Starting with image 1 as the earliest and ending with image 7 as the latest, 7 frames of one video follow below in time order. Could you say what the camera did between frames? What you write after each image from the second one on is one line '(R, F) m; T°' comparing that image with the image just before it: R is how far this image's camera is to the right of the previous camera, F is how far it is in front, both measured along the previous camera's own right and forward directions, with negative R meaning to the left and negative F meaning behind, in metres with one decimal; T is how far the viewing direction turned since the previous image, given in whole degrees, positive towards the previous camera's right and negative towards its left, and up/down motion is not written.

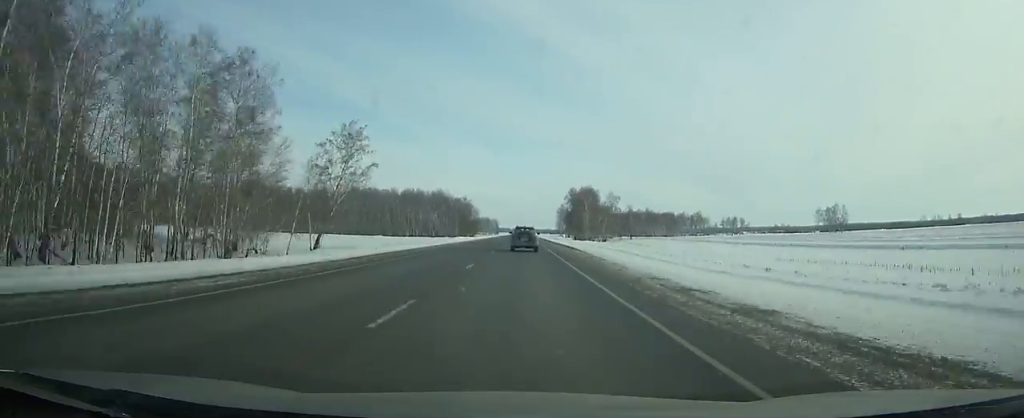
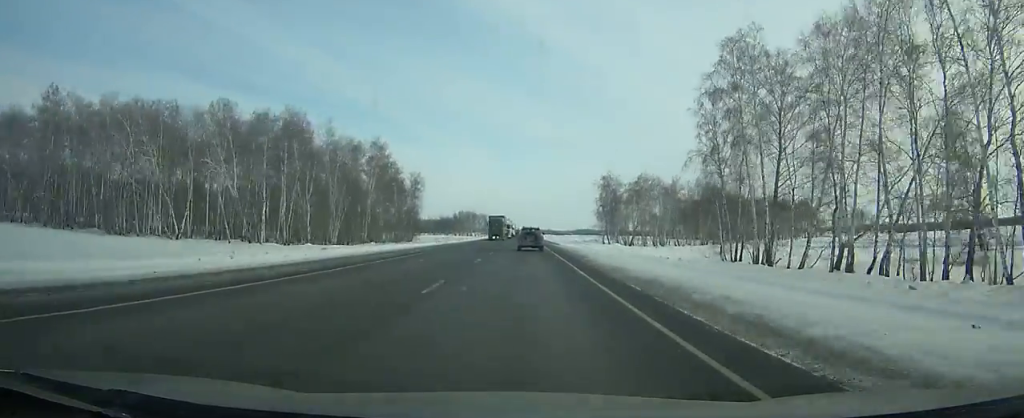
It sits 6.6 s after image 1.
(+0.3, +176.9) m; 0°
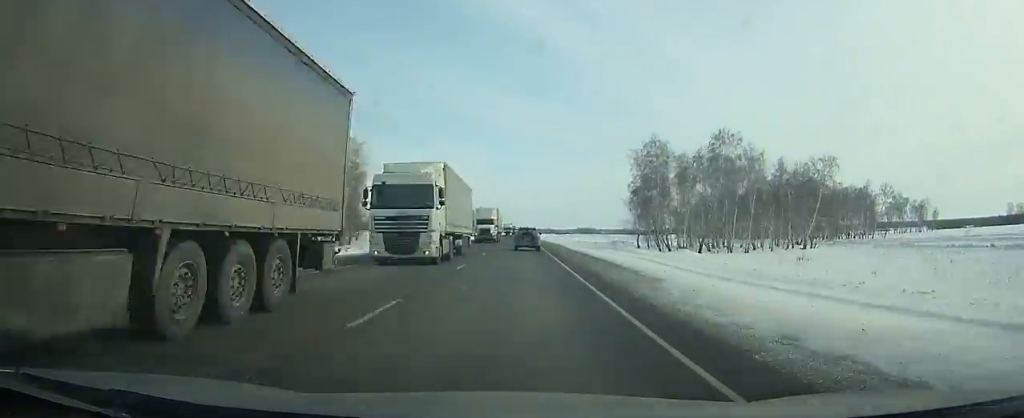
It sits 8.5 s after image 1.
(+0.2, +51.8) m; 0°
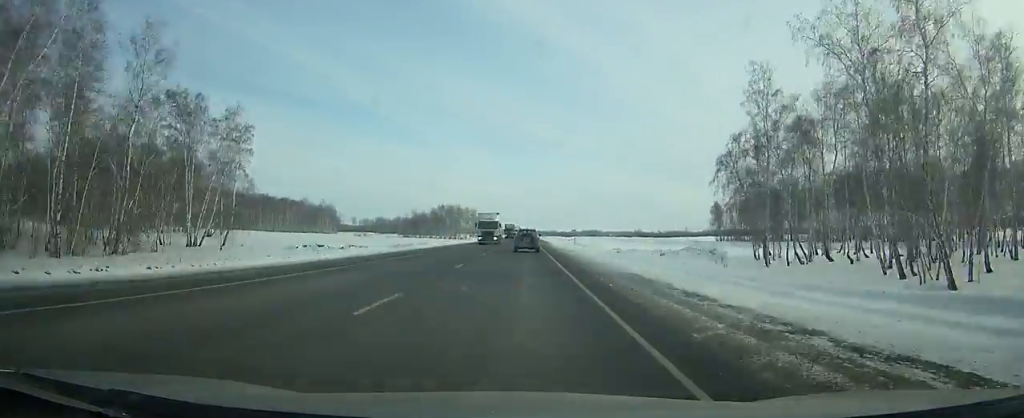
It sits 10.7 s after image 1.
(0.0, +60.6) m; 0°
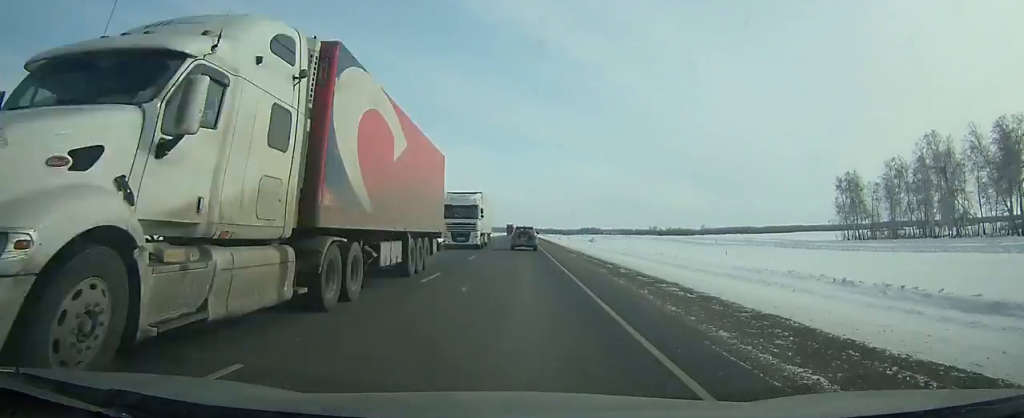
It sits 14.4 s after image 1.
(0.0, +102.8) m; 0°
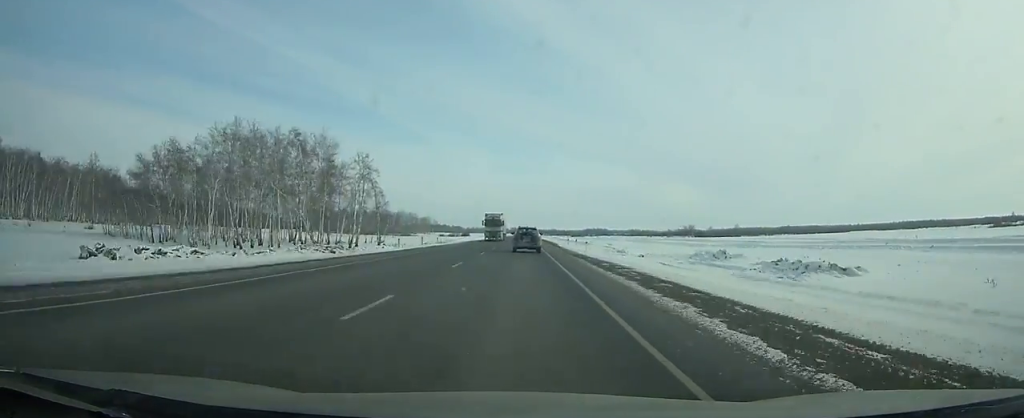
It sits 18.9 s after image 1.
(-0.6, +125.0) m; 0°
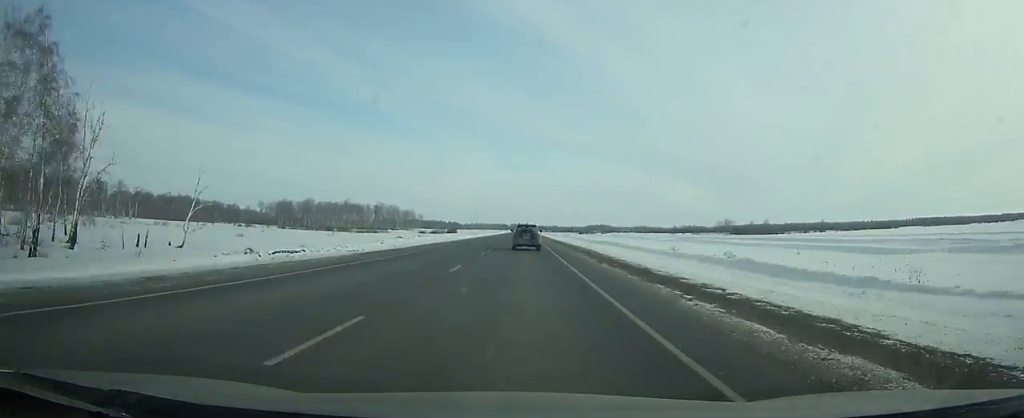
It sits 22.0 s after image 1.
(-0.1, +85.2) m; 0°
